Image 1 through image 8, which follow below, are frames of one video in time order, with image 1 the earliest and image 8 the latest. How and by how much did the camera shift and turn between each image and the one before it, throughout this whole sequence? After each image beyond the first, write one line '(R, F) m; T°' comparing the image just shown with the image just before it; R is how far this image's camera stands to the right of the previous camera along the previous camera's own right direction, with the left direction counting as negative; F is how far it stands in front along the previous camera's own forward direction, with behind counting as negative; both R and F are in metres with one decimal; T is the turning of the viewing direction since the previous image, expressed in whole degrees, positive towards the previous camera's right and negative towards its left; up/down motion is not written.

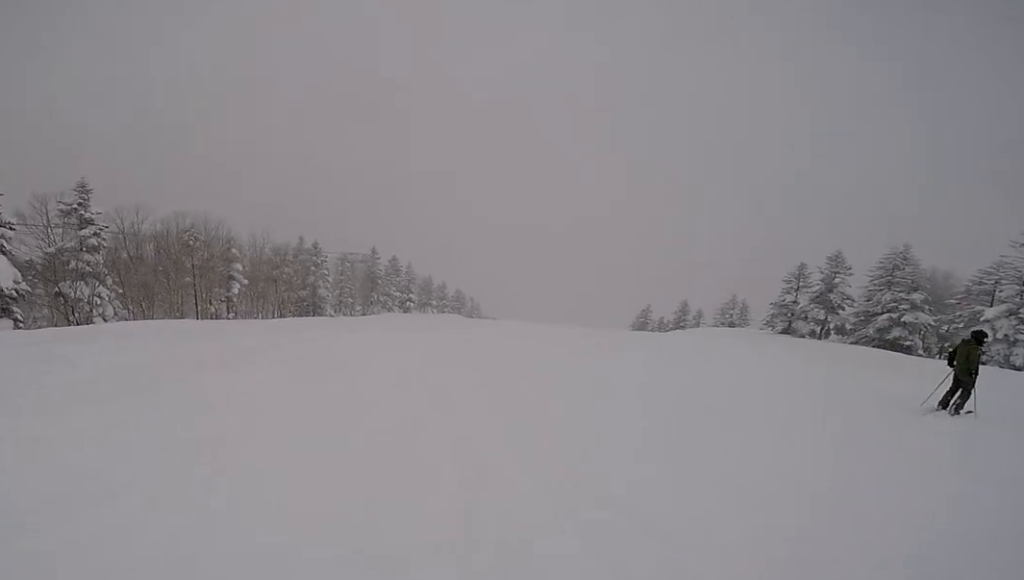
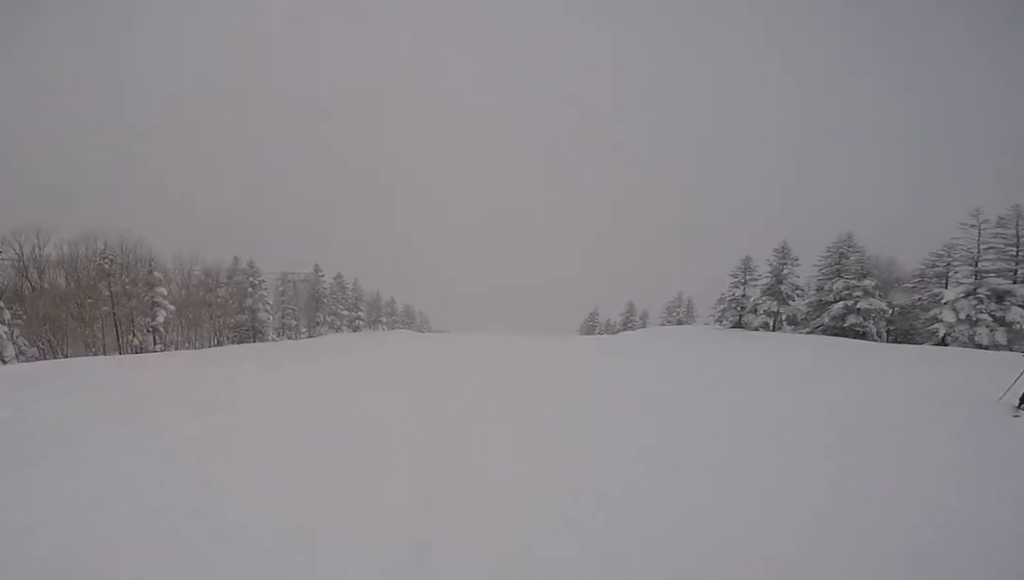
(+0.1, +2.4) m; +6°
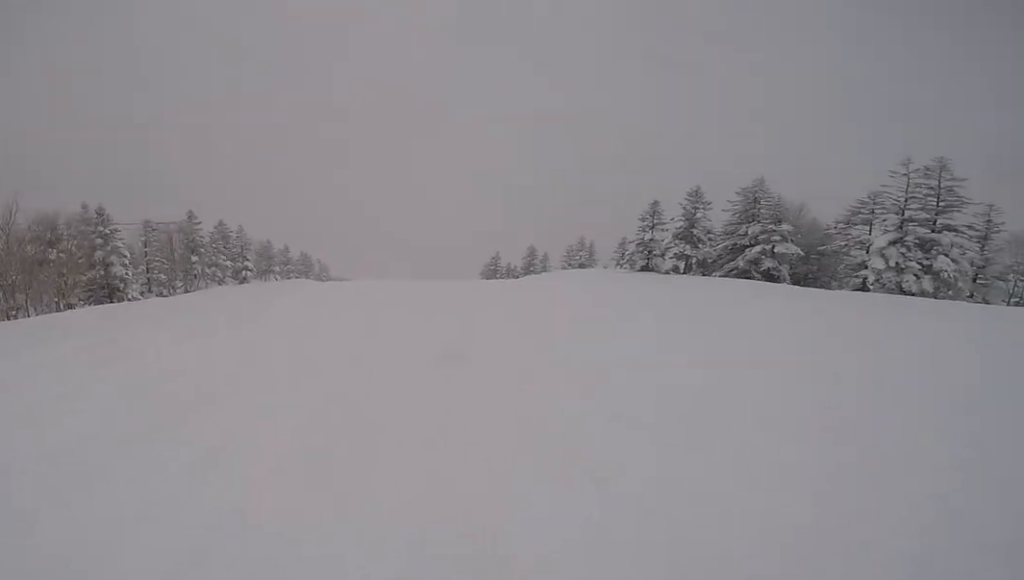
(+0.9, +4.4) m; +16°
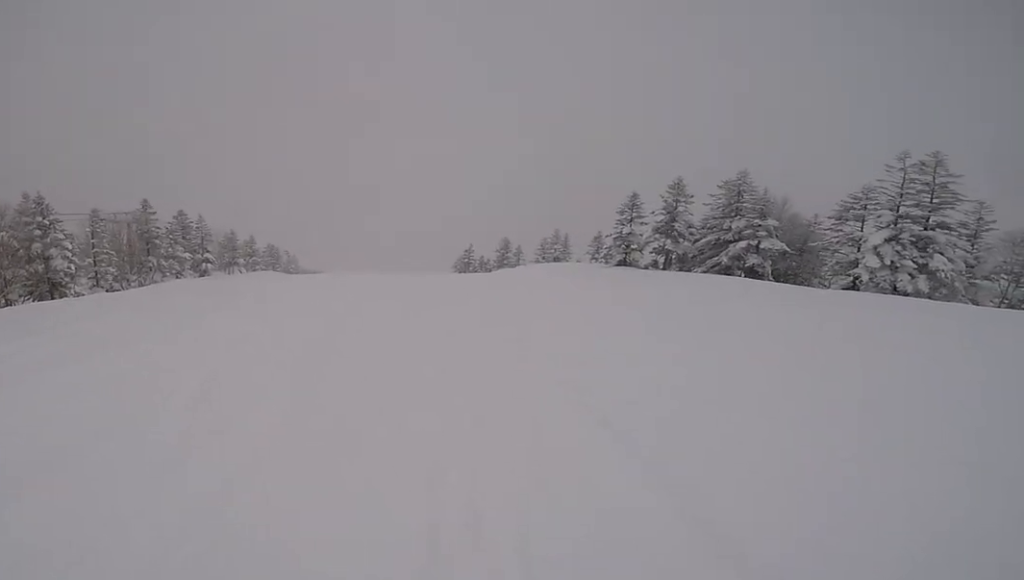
(+0.3, +2.0) m; 0°
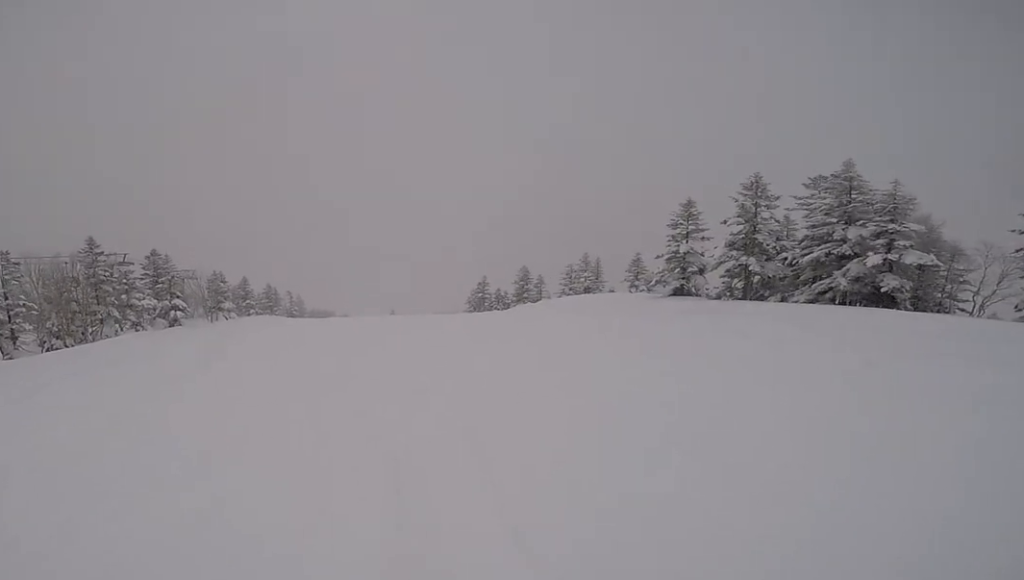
(0.0, +9.8) m; 0°
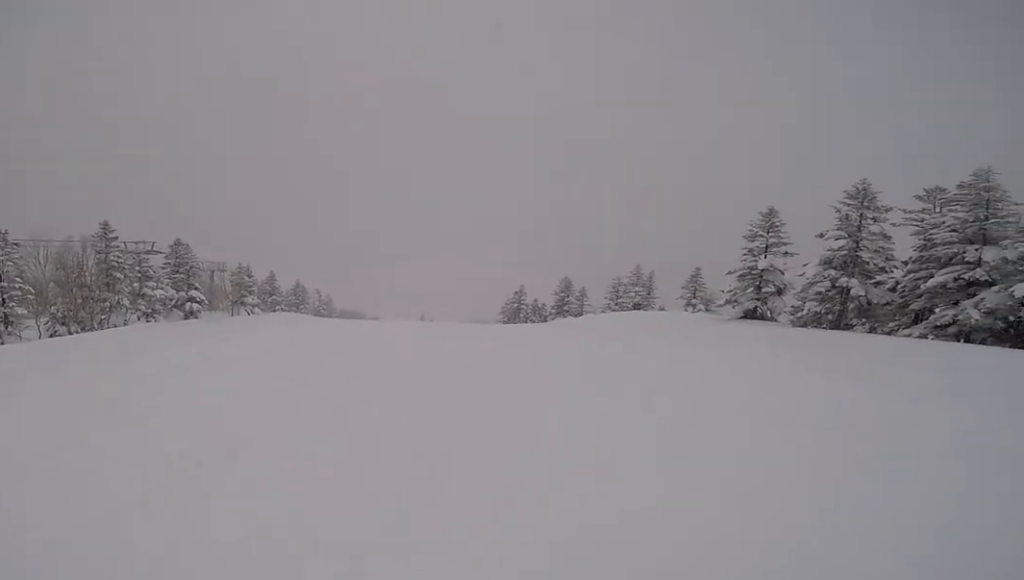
(0.0, +4.2) m; 0°
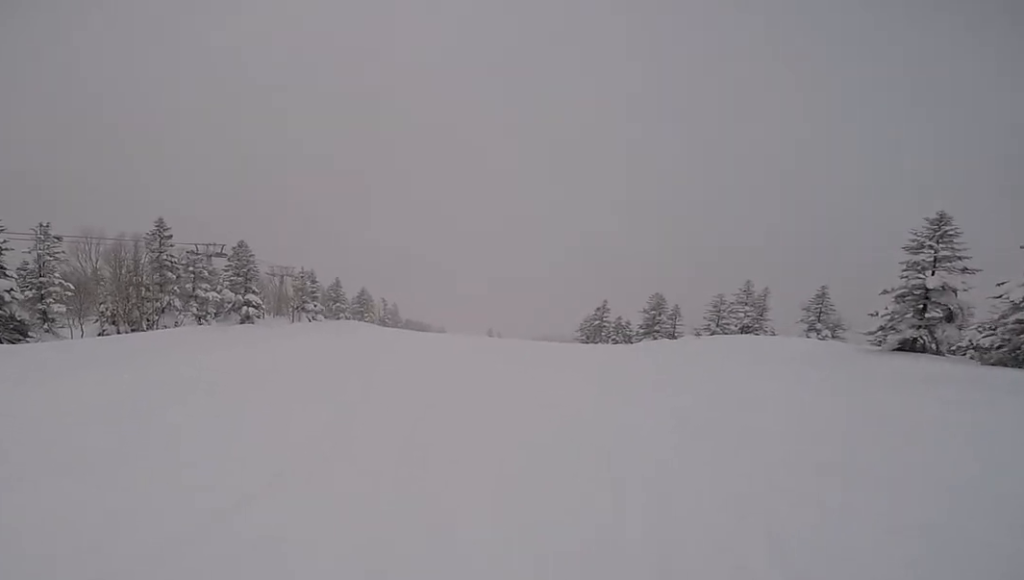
(-0.2, +4.4) m; -2°
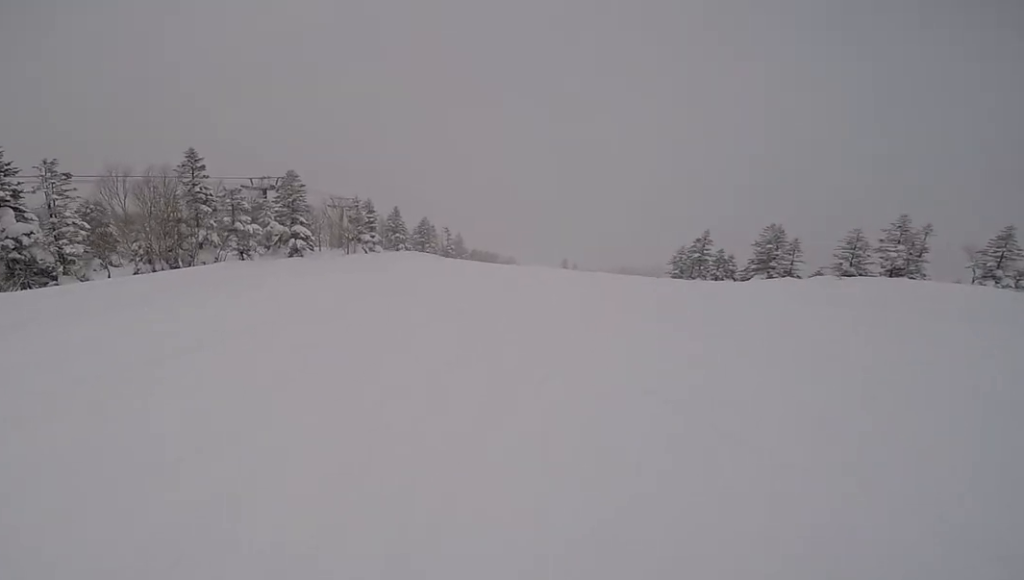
(+0.2, +4.7) m; -6°
